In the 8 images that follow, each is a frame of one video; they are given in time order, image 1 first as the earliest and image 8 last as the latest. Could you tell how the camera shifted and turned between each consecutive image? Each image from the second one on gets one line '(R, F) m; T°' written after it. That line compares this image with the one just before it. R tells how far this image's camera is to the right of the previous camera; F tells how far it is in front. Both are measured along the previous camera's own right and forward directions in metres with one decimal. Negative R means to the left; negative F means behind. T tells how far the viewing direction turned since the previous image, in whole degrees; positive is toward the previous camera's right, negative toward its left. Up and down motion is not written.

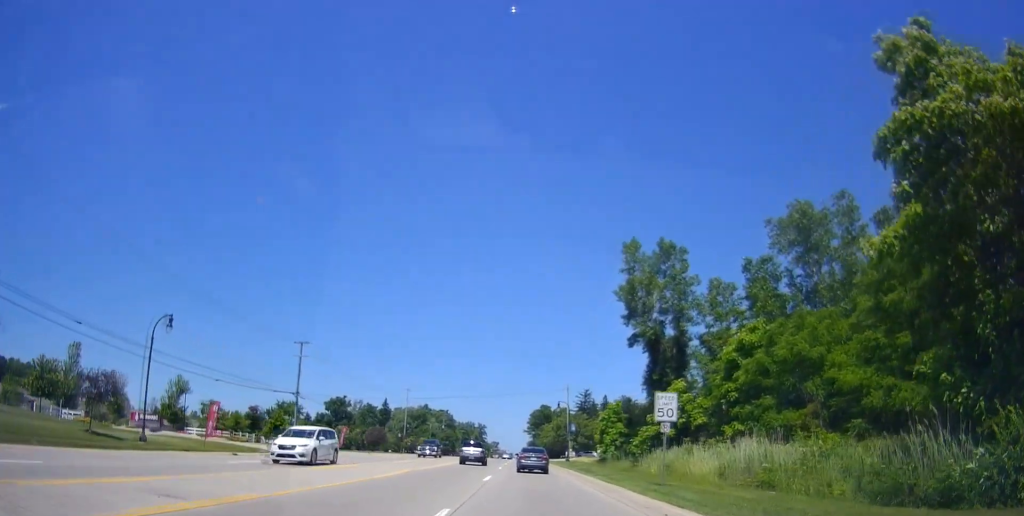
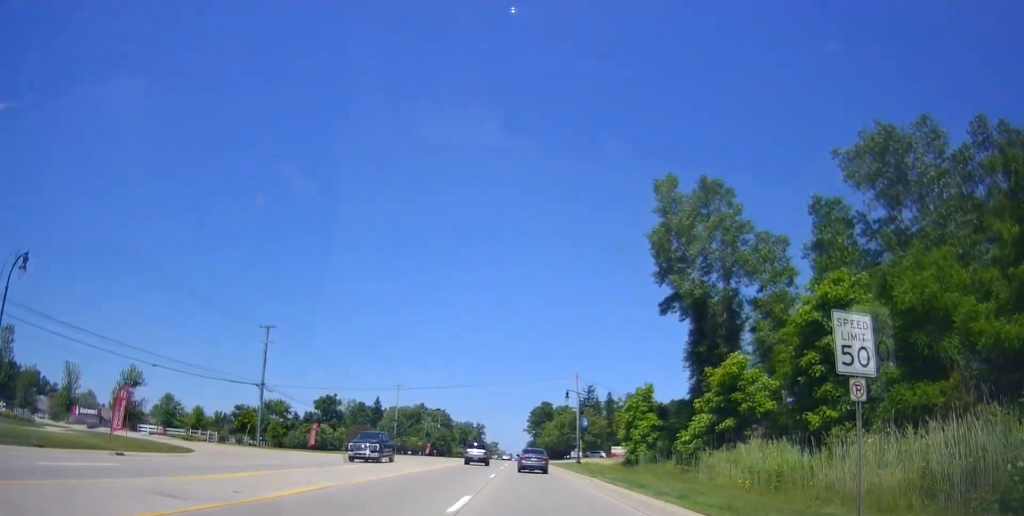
(+0.4, +11.6) m; +1°
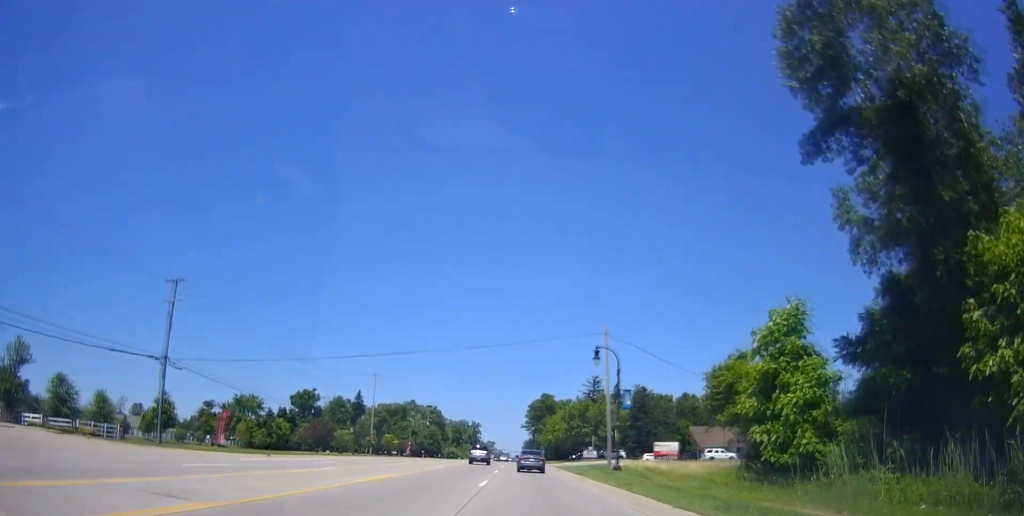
(-0.2, +21.5) m; 0°
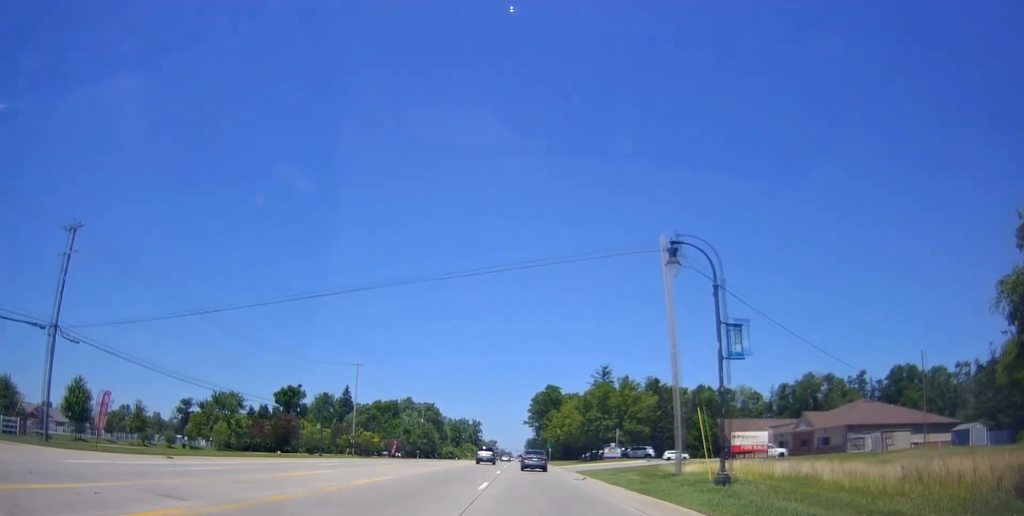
(+0.1, +15.7) m; -1°
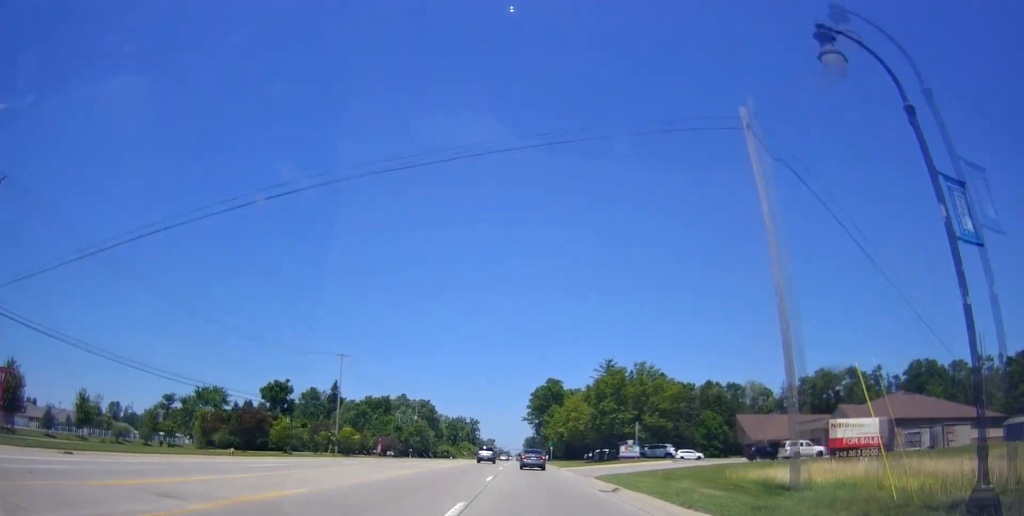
(-0.5, +9.5) m; 0°
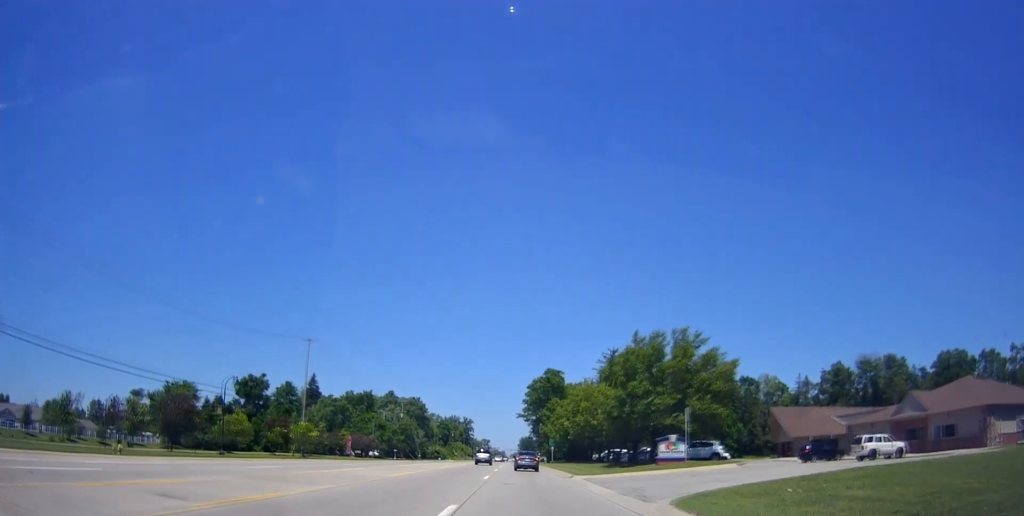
(+0.4, +14.5) m; +2°
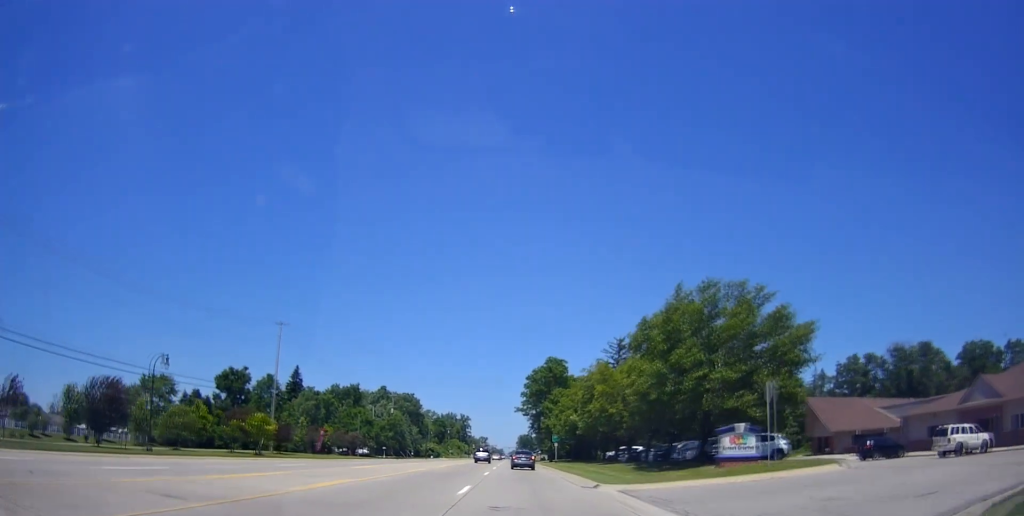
(+0.2, +10.7) m; +1°
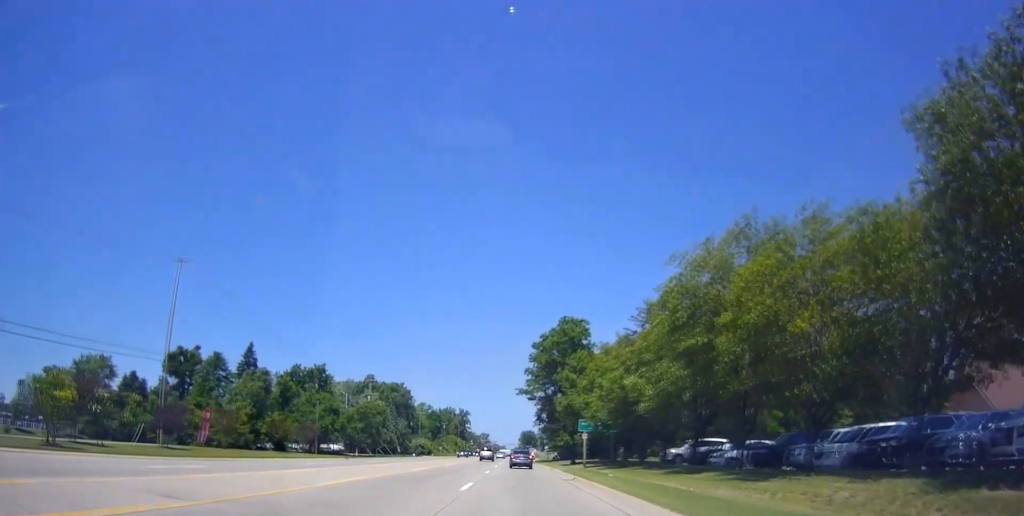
(0.0, +27.3) m; 0°
